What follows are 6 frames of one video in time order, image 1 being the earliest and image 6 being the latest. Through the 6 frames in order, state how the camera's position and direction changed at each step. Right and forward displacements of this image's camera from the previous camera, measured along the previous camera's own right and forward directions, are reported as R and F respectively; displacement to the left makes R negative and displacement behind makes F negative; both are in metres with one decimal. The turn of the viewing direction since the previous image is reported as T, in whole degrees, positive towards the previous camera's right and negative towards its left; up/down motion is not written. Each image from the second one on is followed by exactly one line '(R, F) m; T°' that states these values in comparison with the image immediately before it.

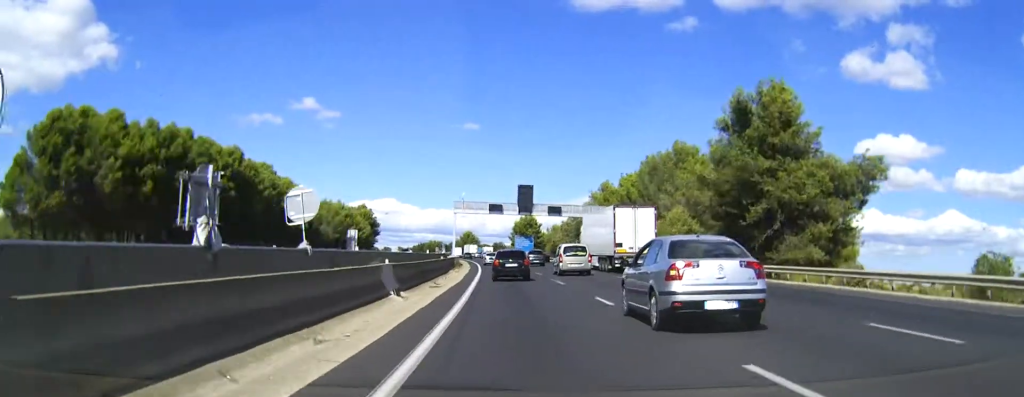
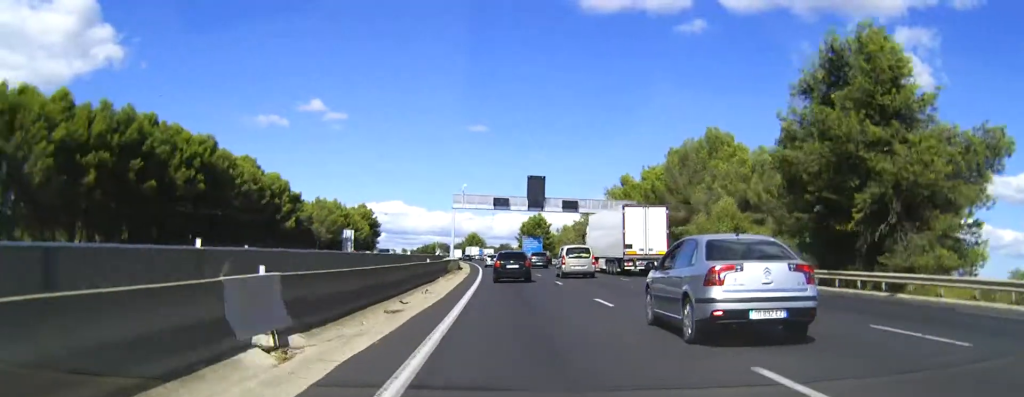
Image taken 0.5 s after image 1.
(-0.1, +13.0) m; 0°
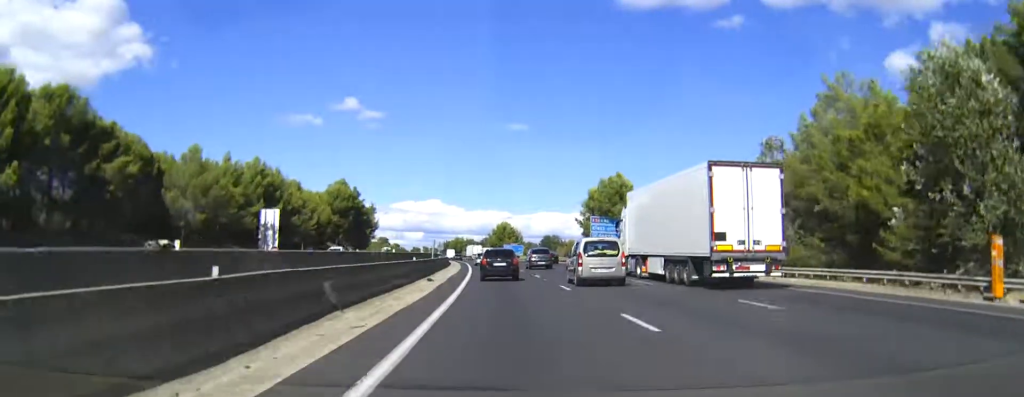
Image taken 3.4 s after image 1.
(-4.9, +84.0) m; -7°
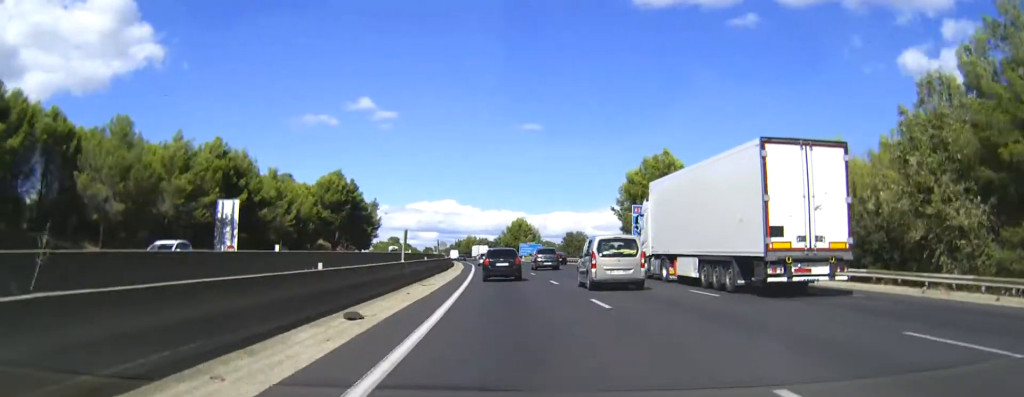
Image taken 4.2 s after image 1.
(0.0, +21.2) m; 0°
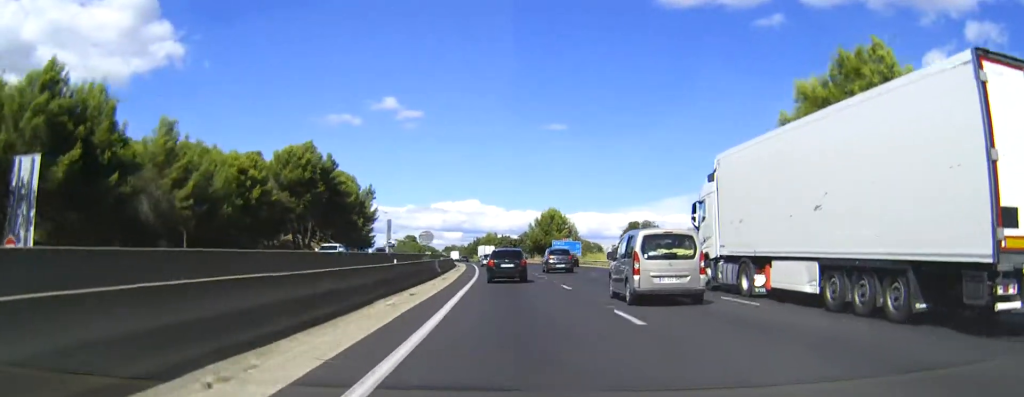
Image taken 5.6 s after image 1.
(0.0, +42.6) m; 0°
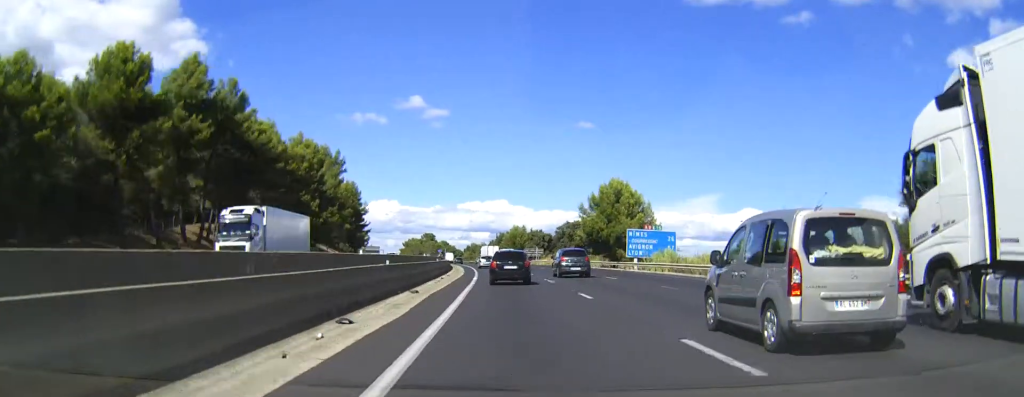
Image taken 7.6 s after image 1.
(0.0, +57.5) m; 0°
